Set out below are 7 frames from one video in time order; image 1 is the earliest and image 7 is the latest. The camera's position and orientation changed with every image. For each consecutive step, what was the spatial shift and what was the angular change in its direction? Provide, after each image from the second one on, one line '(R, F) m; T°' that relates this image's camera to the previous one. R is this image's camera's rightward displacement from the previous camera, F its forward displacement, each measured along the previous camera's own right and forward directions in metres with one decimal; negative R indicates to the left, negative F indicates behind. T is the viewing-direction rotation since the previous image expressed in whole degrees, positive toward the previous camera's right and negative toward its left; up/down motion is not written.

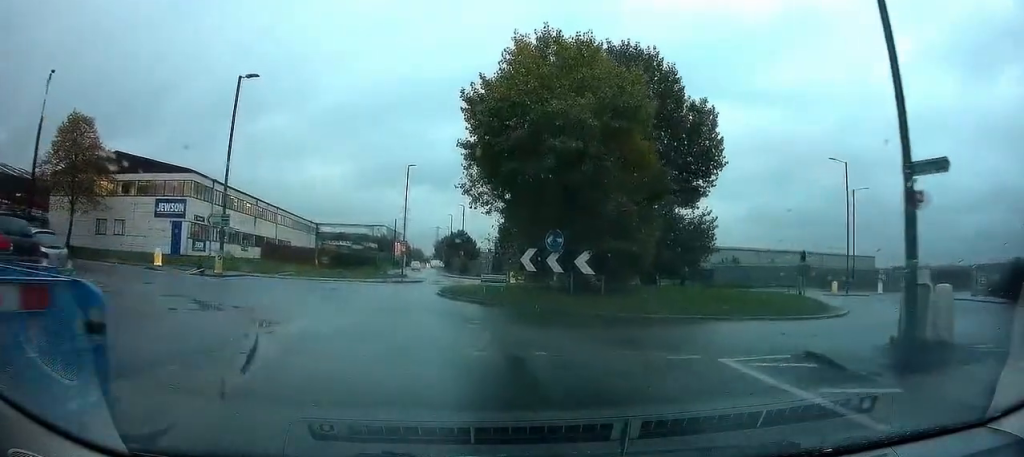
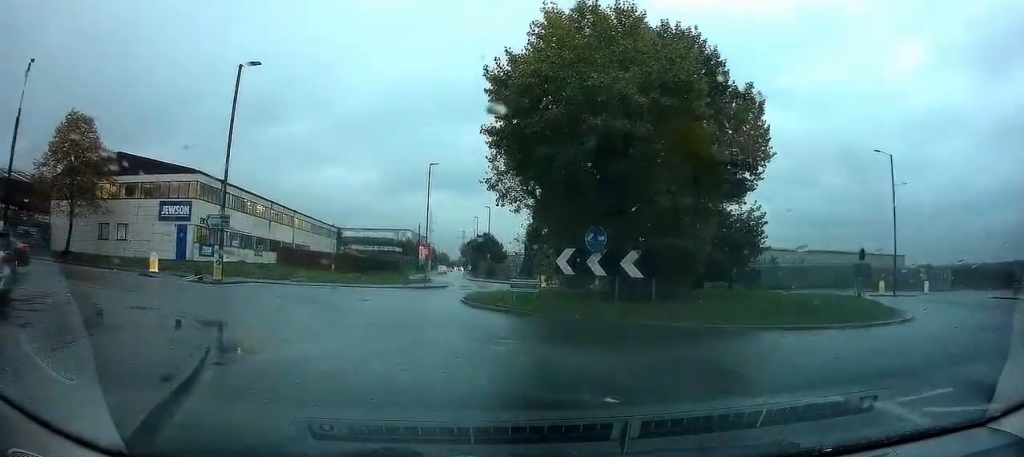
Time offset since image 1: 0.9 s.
(0.0, +4.0) m; -3°
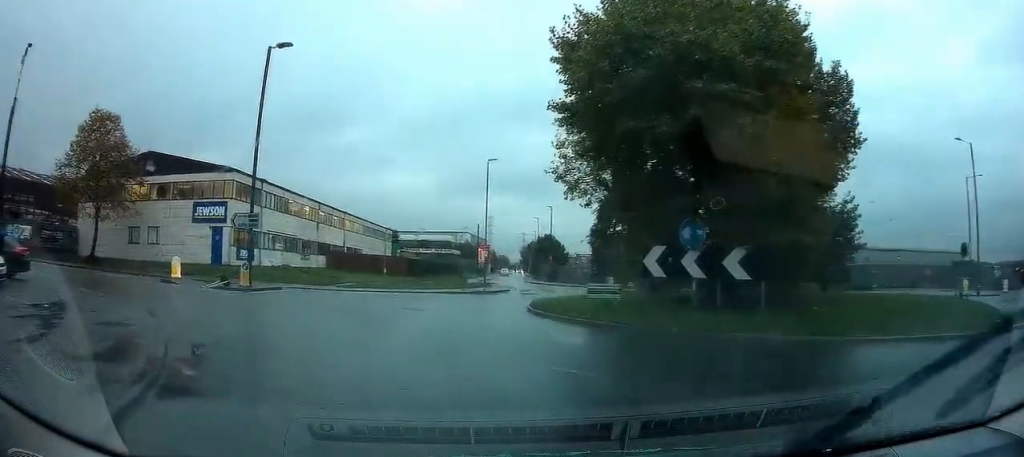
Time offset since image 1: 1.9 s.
(-0.2, +3.6) m; -7°
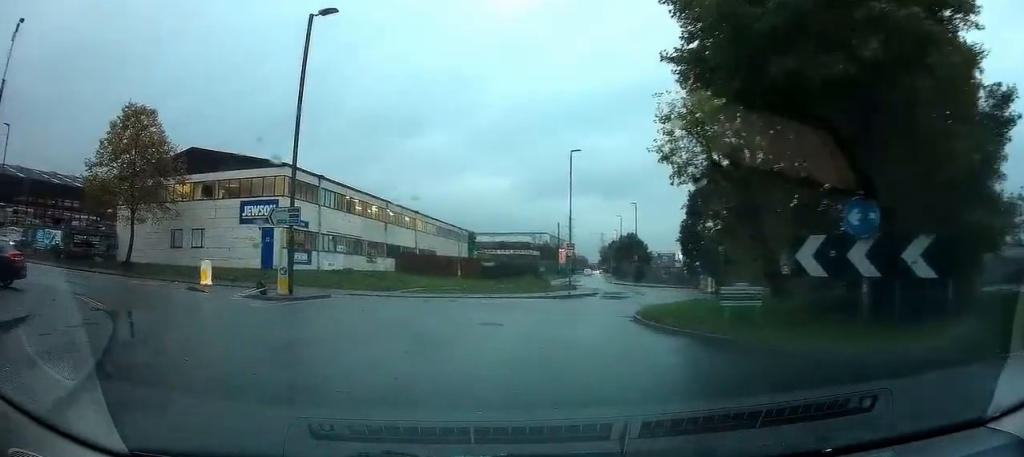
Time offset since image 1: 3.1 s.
(-0.4, +4.2) m; -8°
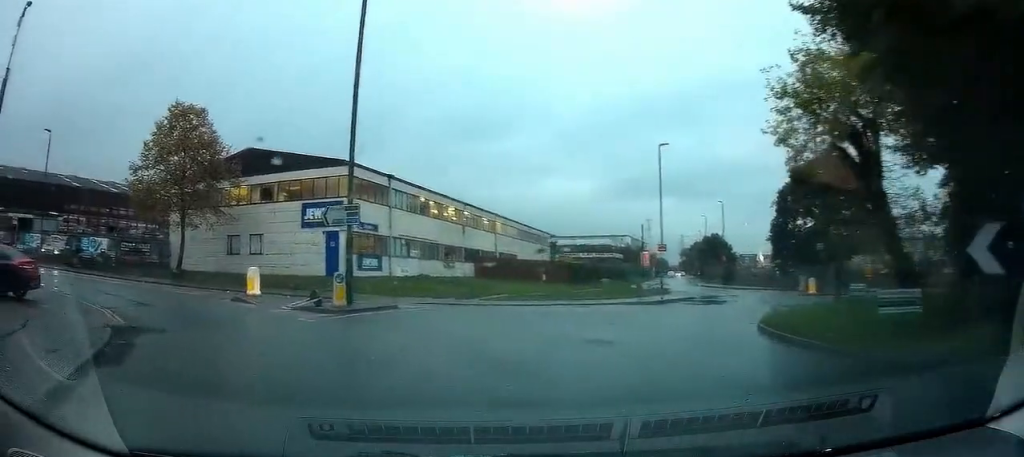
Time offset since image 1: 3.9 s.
(-0.1, +2.8) m; -6°
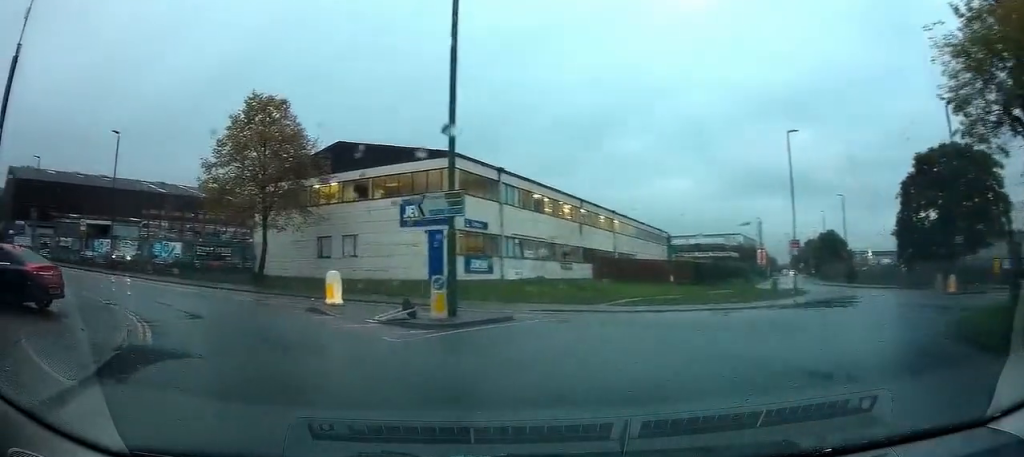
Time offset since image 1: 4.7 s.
(-0.2, +3.0) m; -14°
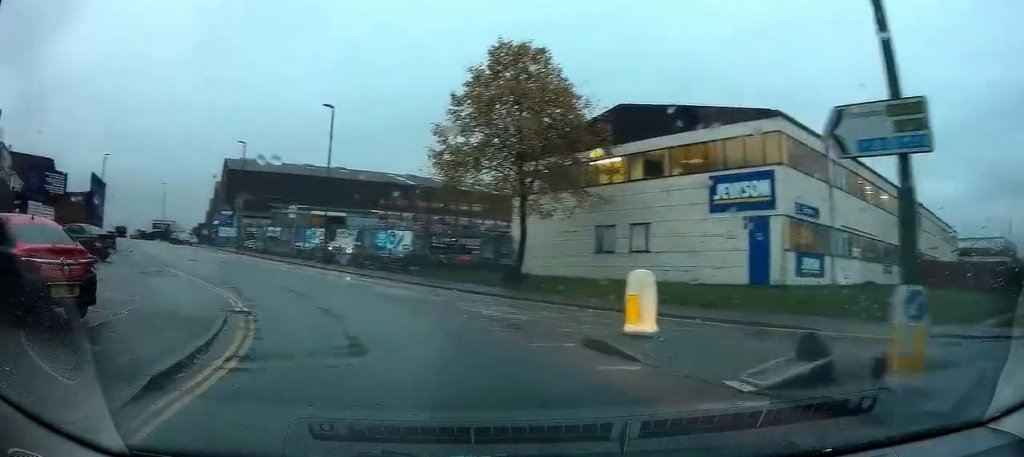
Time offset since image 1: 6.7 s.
(-2.5, +6.7) m; -32°
